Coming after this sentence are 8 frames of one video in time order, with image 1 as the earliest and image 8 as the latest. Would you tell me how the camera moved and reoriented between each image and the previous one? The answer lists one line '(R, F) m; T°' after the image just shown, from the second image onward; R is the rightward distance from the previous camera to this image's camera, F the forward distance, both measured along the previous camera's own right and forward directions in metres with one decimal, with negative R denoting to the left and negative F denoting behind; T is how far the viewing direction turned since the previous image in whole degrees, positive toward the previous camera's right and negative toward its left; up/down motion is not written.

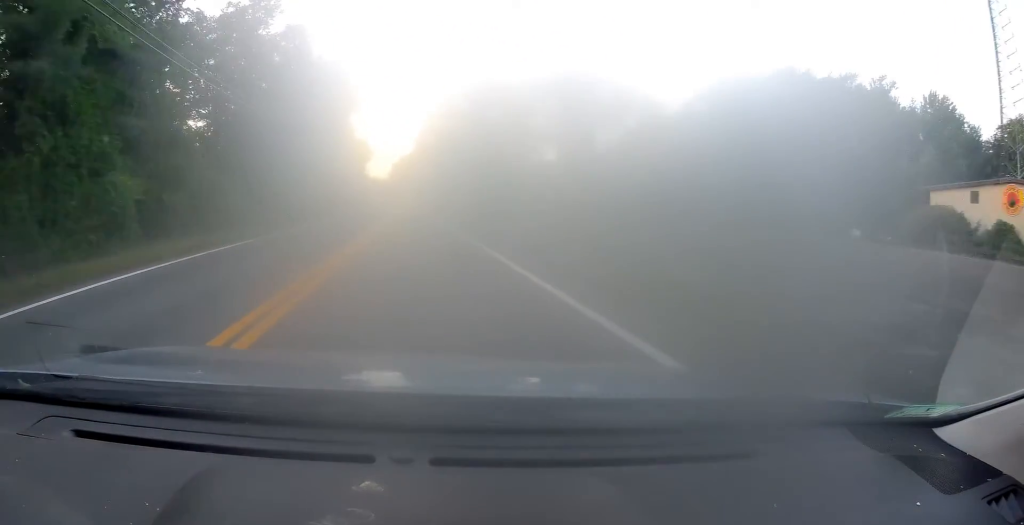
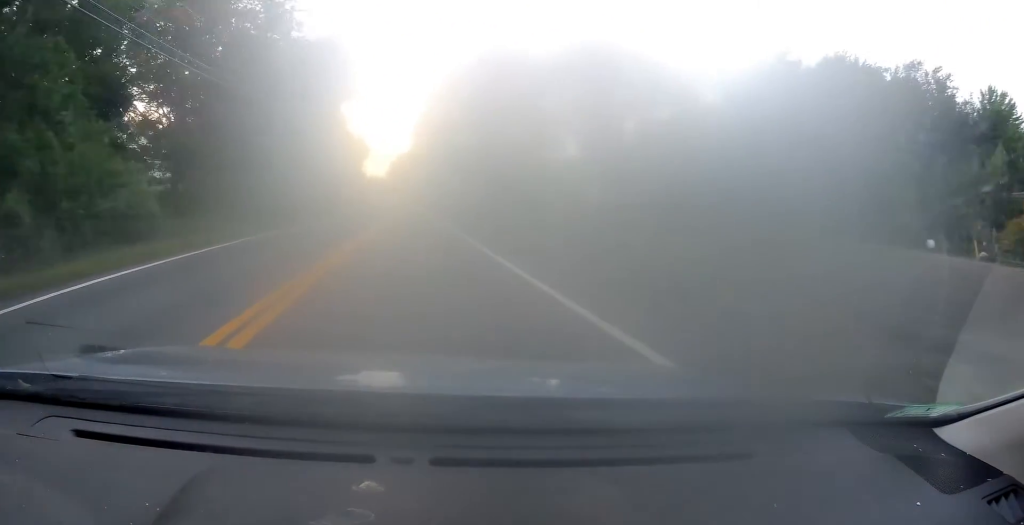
(0.0, +11.0) m; 0°
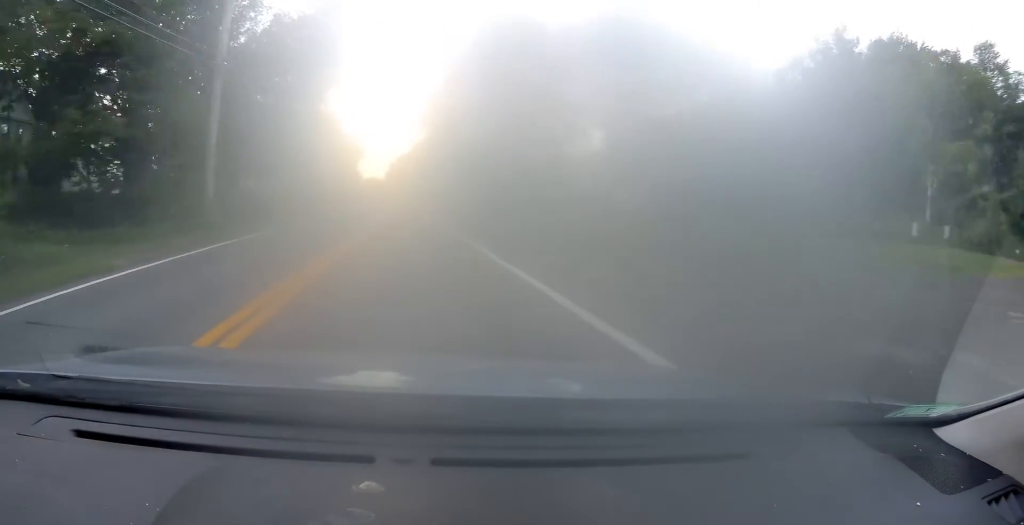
(0.0, +9.0) m; 0°
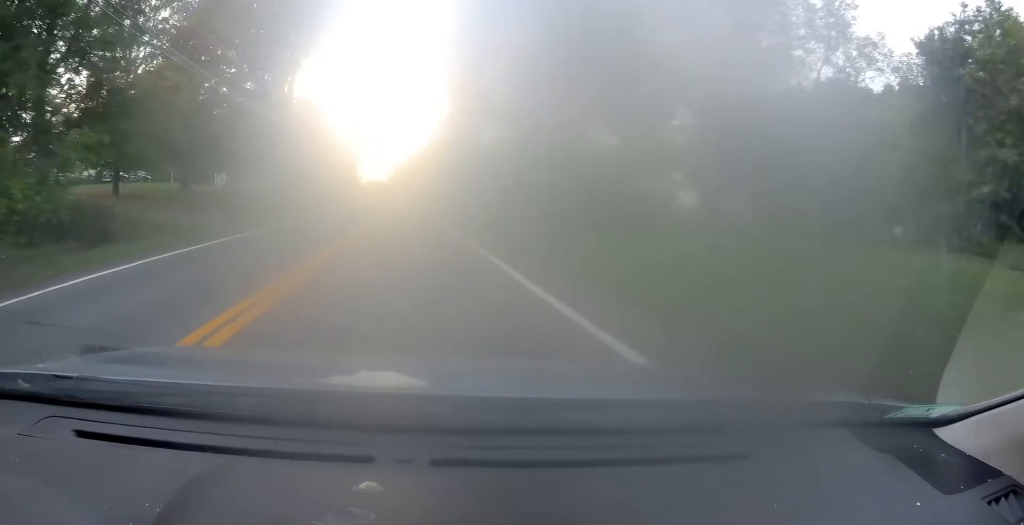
(0.0, +18.1) m; 0°
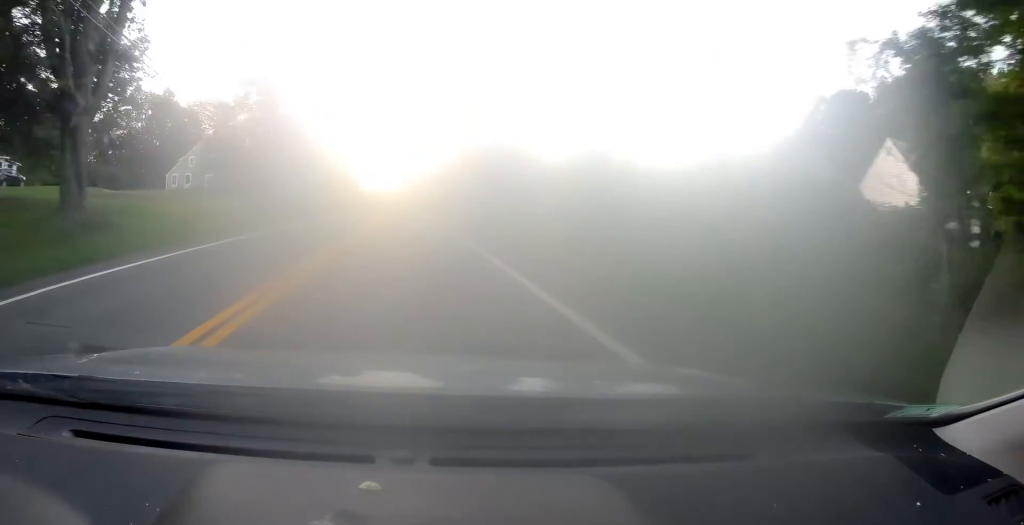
(0.0, +31.8) m; 0°
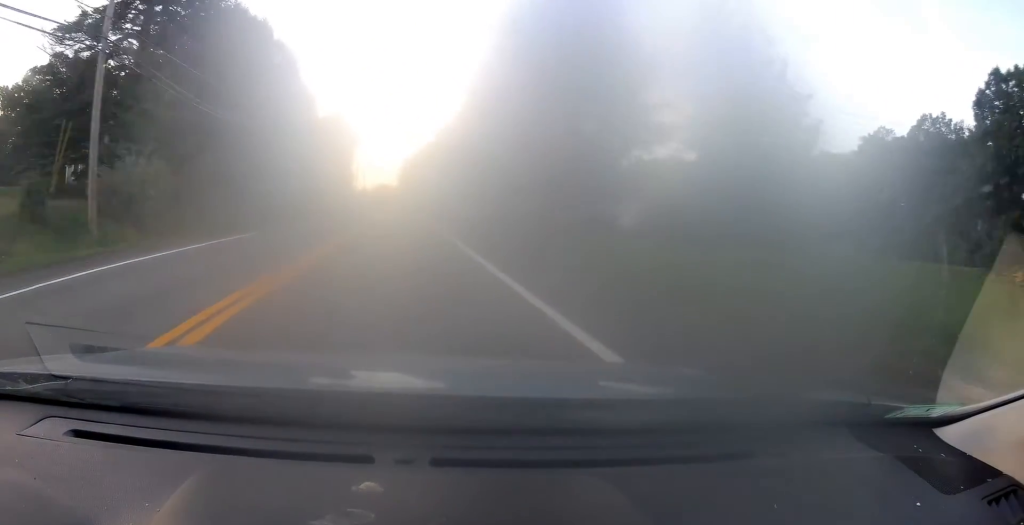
(-0.3, +31.0) m; -1°
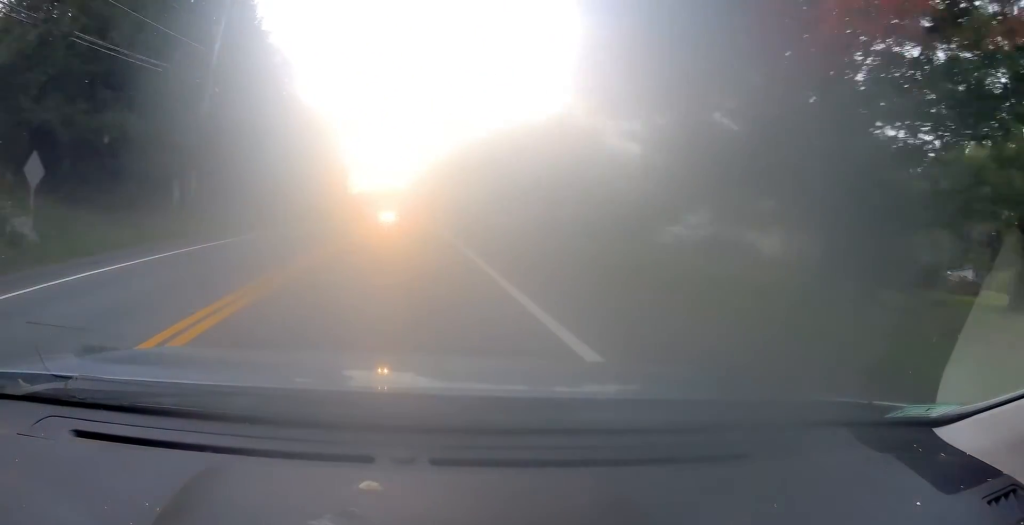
(-0.1, +23.1) m; 0°
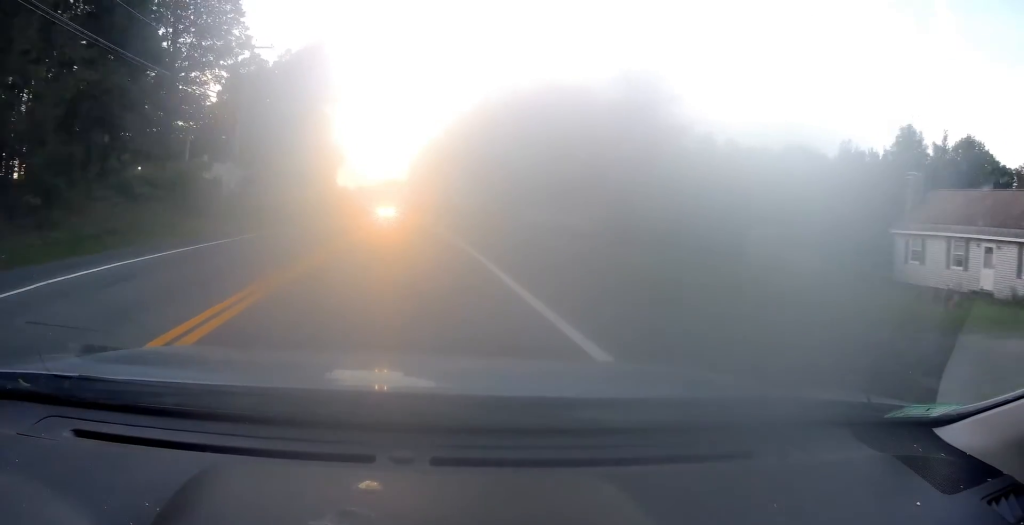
(+0.3, +27.1) m; 0°
